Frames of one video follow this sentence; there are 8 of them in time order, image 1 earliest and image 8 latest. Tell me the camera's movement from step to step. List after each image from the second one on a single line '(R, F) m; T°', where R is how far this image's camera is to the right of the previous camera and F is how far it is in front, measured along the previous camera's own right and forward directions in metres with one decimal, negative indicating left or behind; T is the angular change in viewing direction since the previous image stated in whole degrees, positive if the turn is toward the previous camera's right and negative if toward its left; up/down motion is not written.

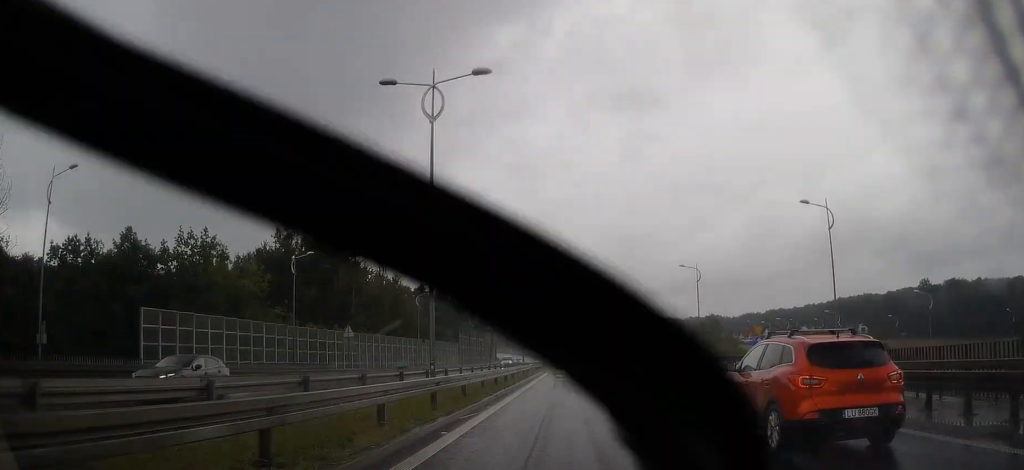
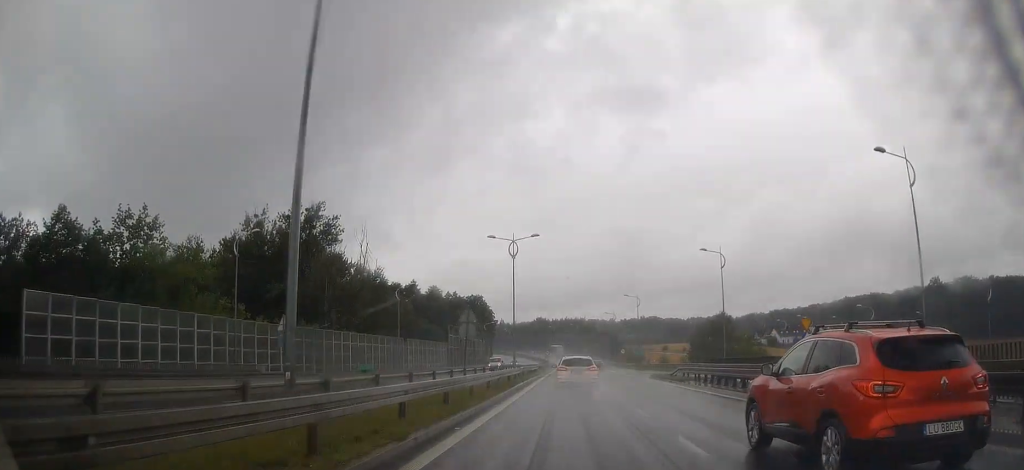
(+0.1, +11.9) m; 0°
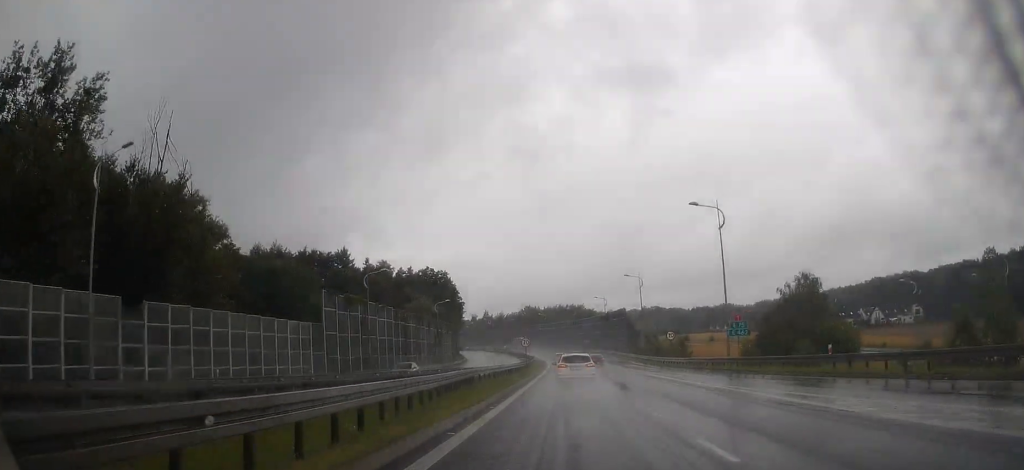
(-0.1, +55.5) m; 0°
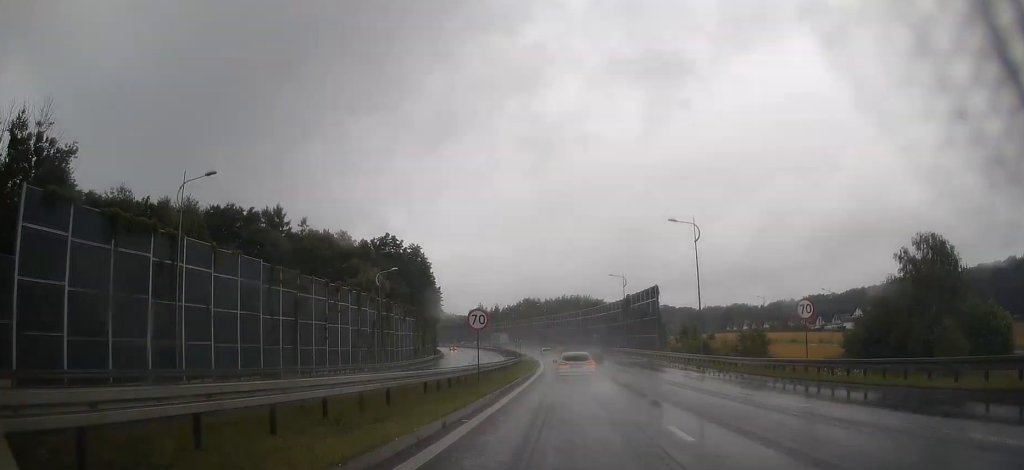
(+0.1, +34.0) m; 0°
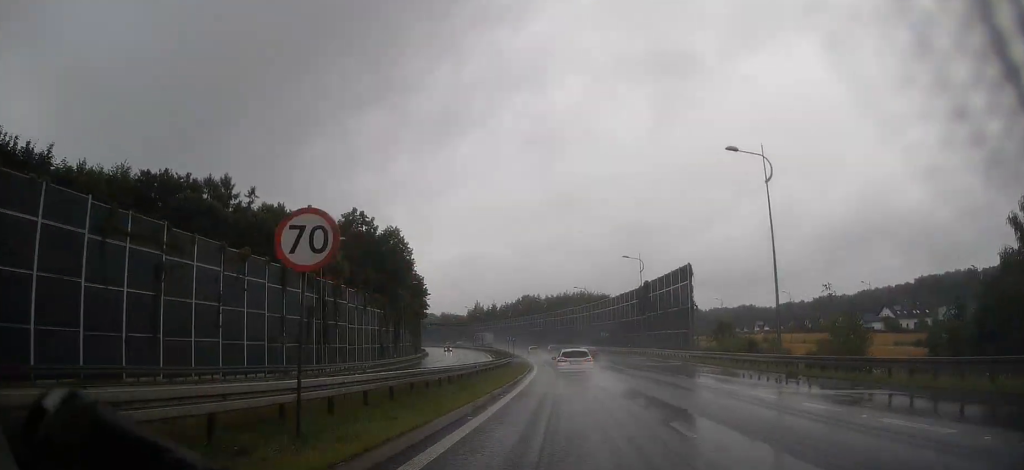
(-0.2, +17.8) m; 0°
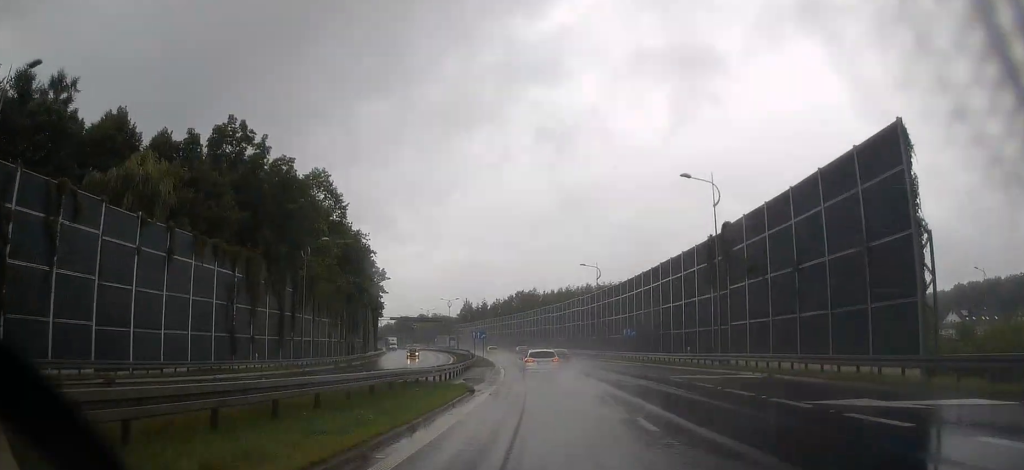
(+0.1, +35.1) m; -1°
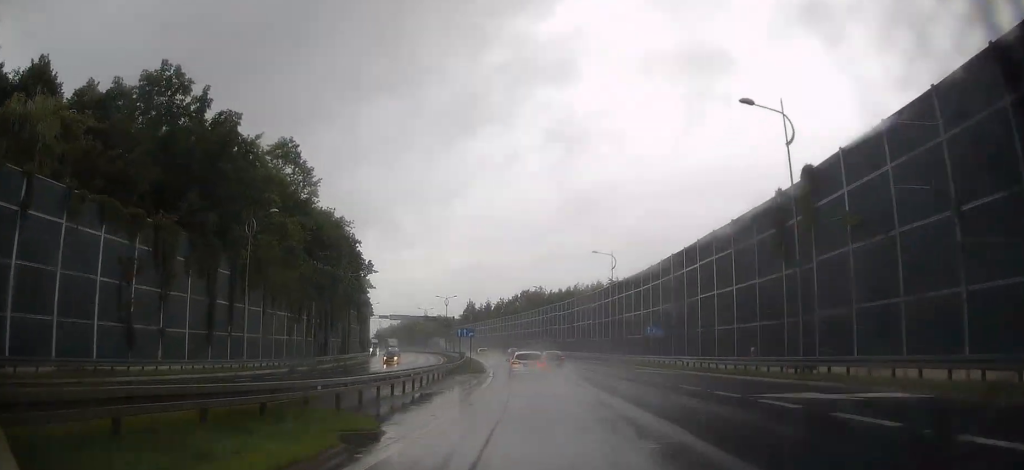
(+0.2, +11.9) m; -1°
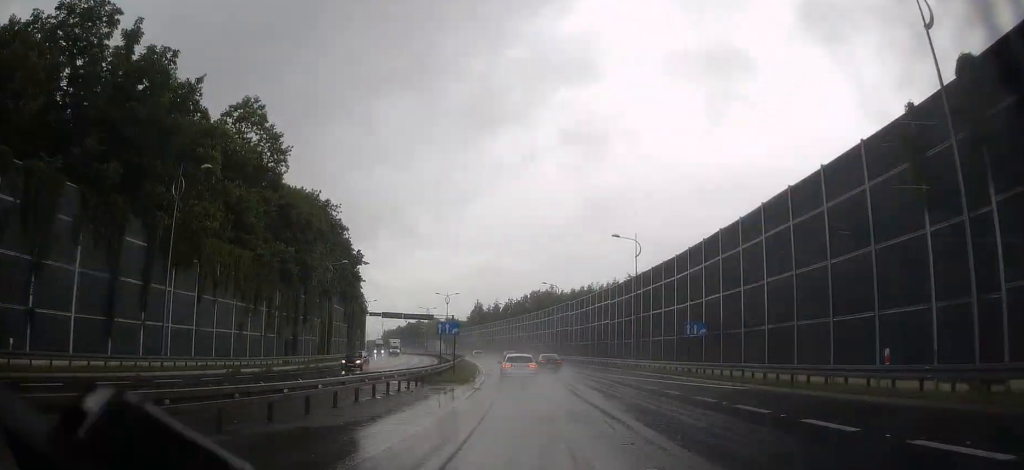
(-0.4, +11.0) m; -1°
